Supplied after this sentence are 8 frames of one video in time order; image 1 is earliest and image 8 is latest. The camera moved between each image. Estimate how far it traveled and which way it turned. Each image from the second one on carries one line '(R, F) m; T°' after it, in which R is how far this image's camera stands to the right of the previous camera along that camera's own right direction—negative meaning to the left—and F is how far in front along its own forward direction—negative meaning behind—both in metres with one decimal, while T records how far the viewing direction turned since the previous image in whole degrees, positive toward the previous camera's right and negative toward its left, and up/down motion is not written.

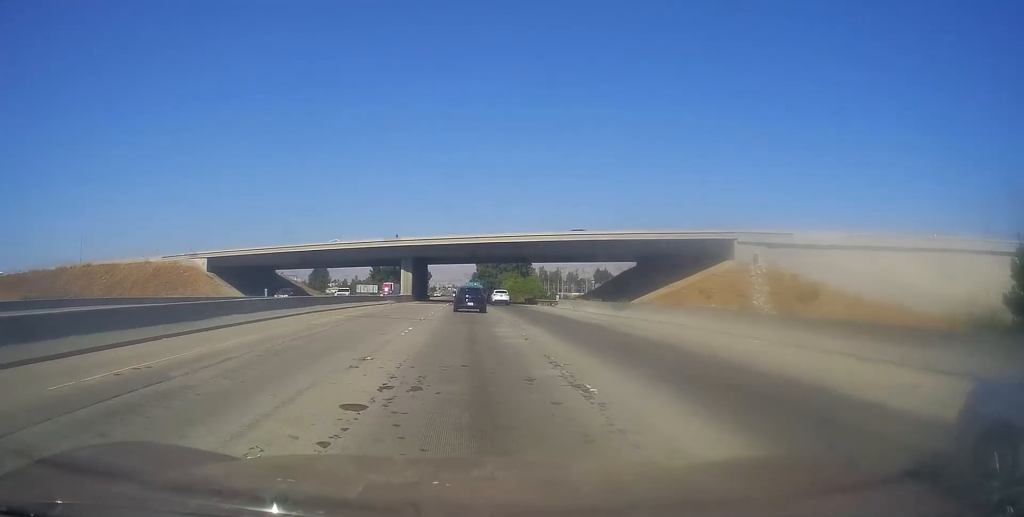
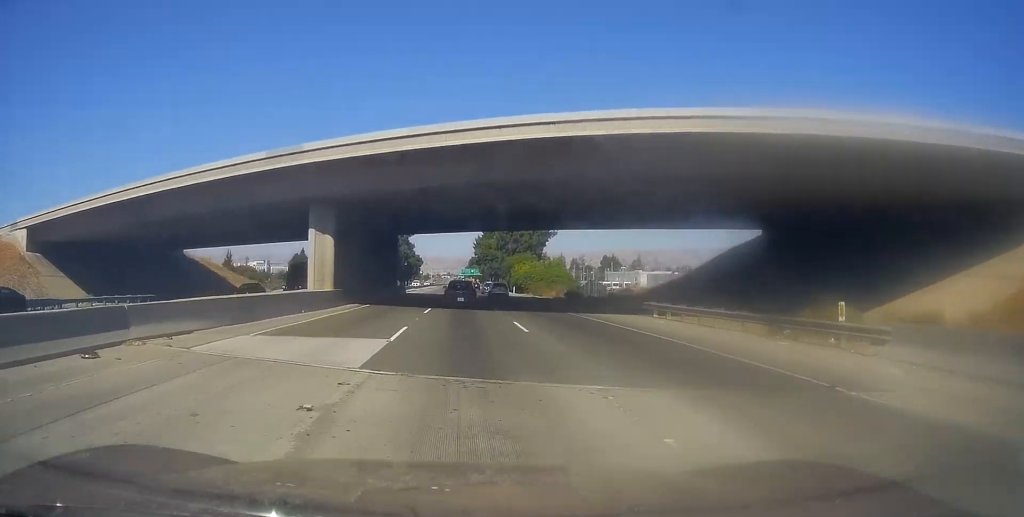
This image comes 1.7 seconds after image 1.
(+0.4, +46.2) m; +1°
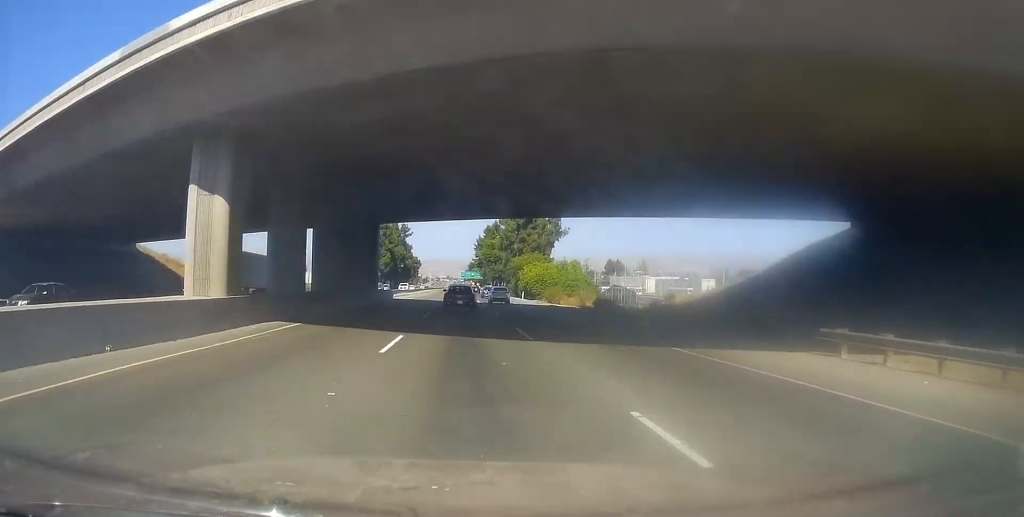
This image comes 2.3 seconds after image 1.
(0.0, +15.8) m; 0°
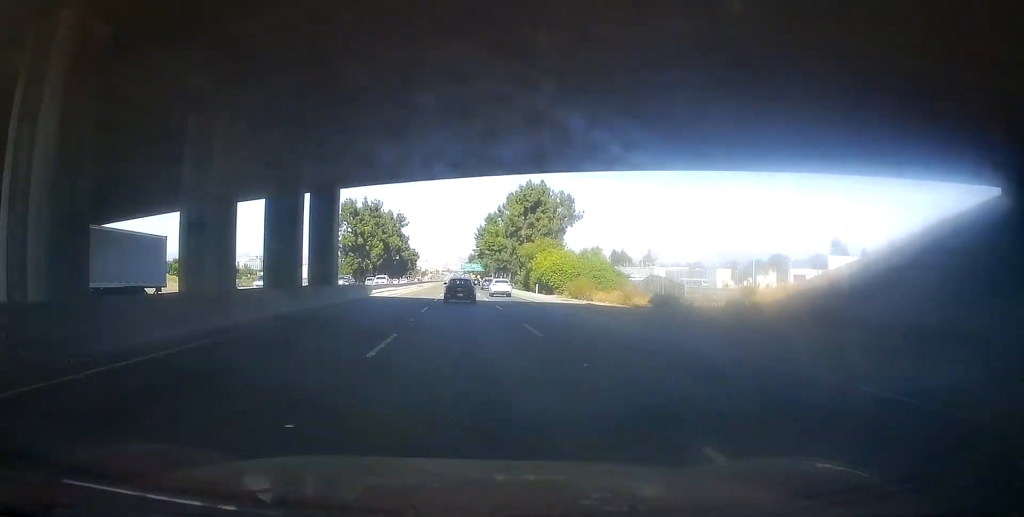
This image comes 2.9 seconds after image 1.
(-0.3, +17.3) m; +1°
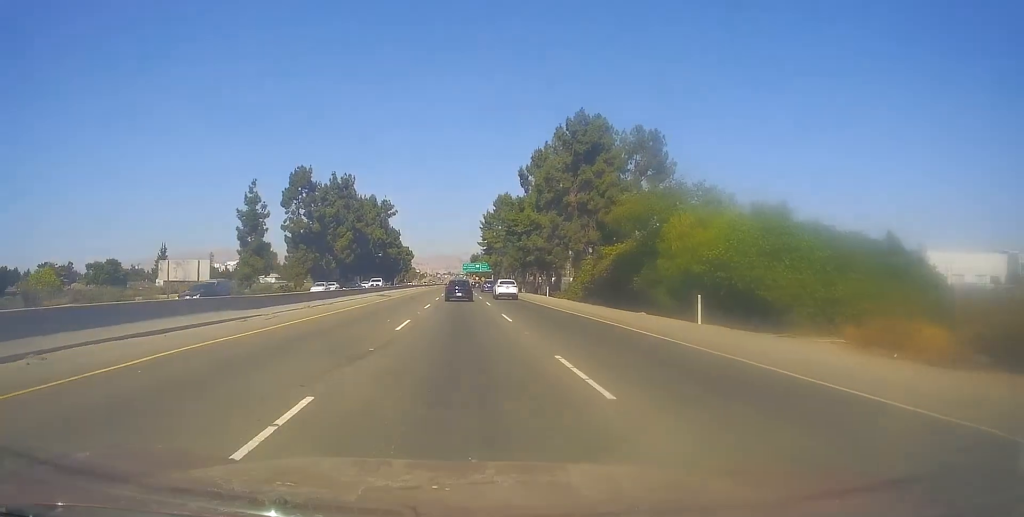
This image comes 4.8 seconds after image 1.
(+1.5, +52.3) m; 0°
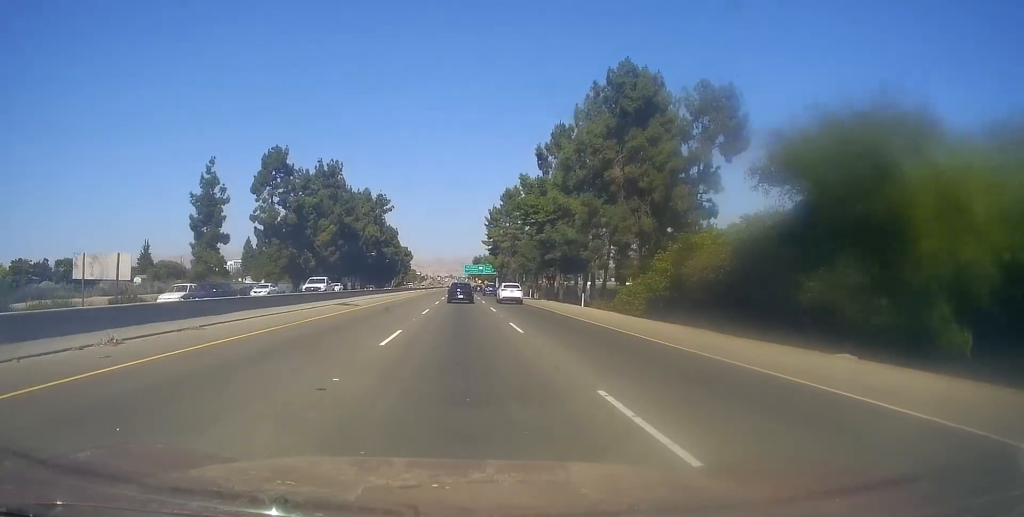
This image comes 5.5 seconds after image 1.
(-0.3, +18.1) m; -1°
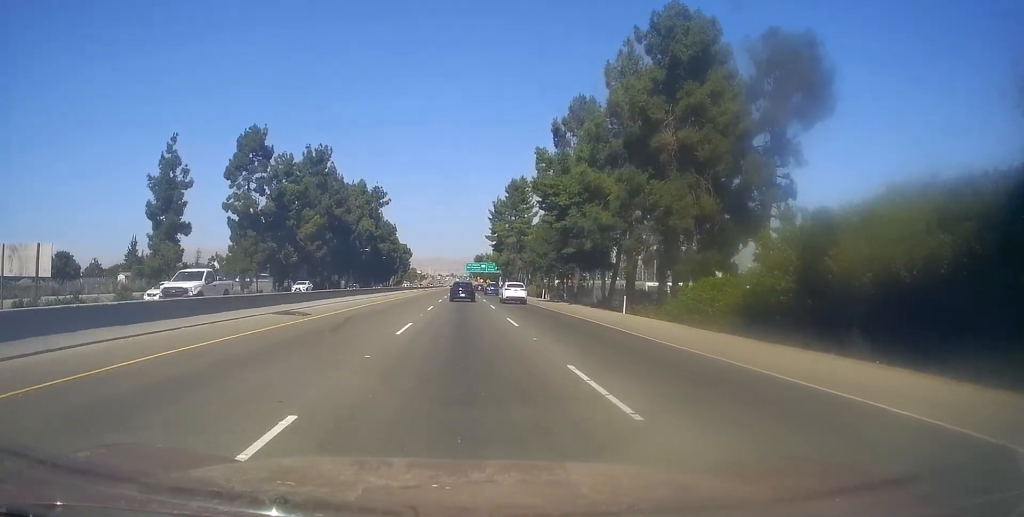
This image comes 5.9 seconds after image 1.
(-0.3, +11.7) m; 0°
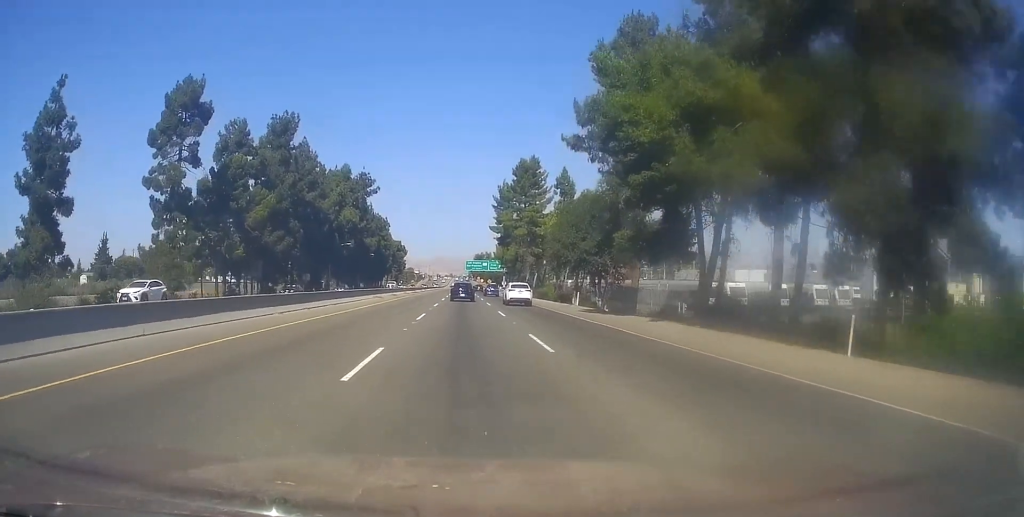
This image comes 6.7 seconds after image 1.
(+0.3, +21.8) m; 0°
